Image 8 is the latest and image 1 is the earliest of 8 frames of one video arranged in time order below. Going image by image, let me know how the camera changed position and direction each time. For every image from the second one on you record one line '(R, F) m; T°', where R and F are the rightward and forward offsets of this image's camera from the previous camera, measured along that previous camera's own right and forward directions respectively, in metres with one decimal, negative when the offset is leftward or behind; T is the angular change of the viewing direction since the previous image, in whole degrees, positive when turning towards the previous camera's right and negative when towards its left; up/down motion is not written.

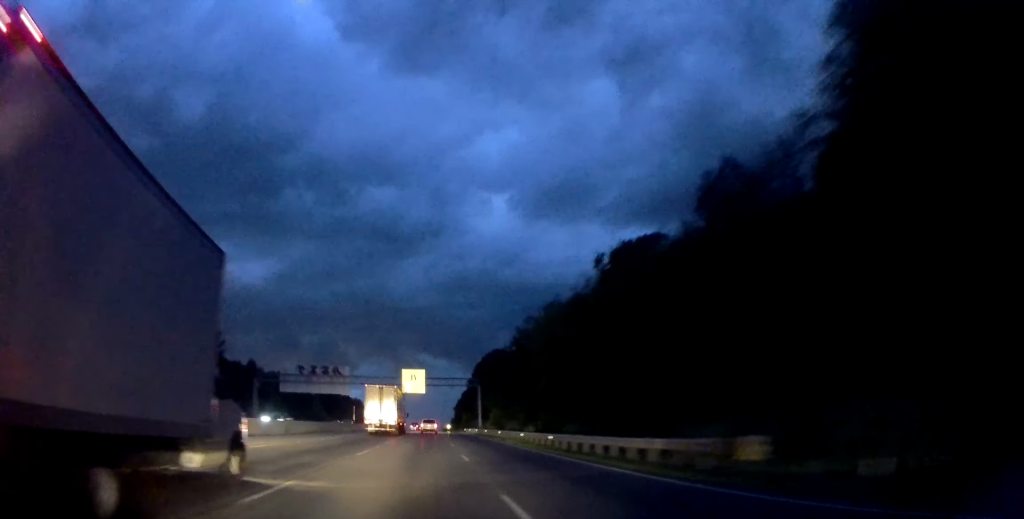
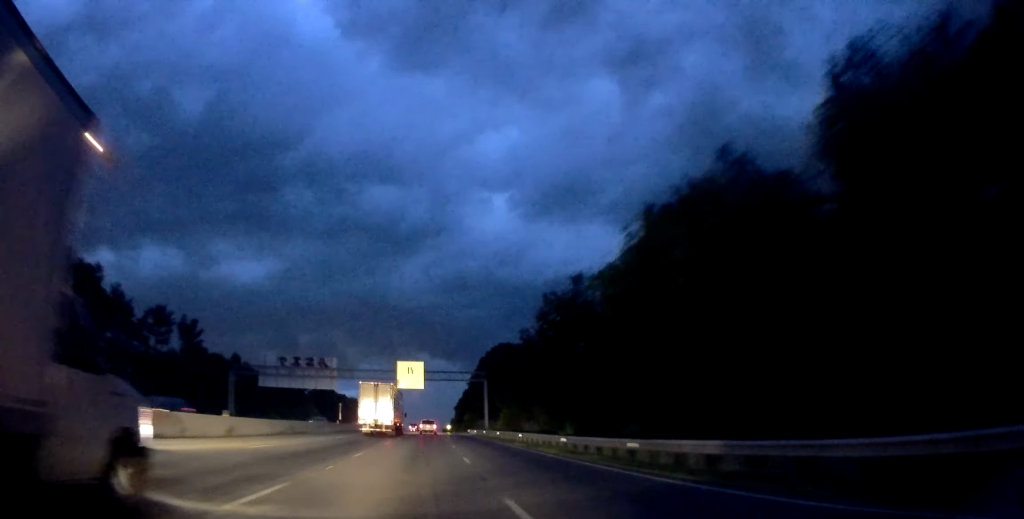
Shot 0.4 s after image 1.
(+0.1, +12.7) m; 0°
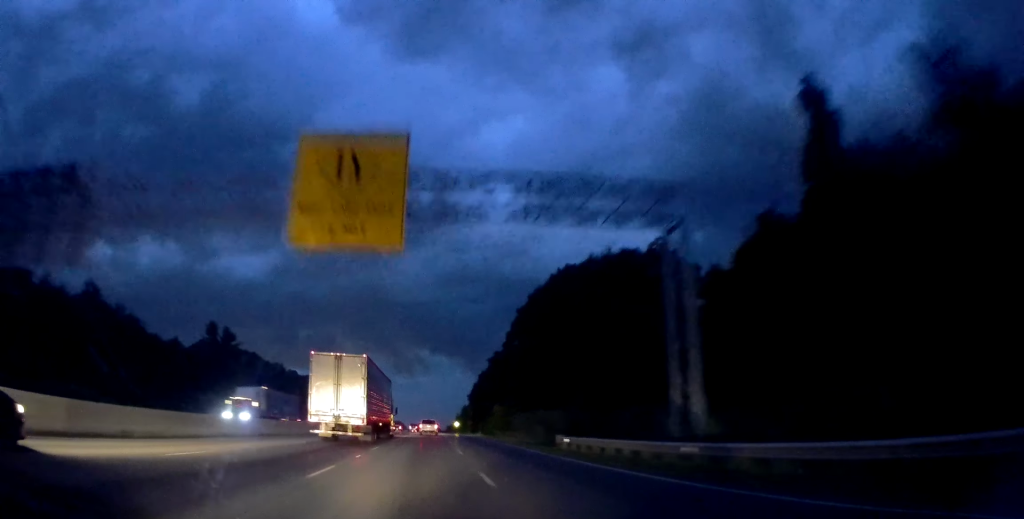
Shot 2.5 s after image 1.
(-0.3, +67.6) m; 0°
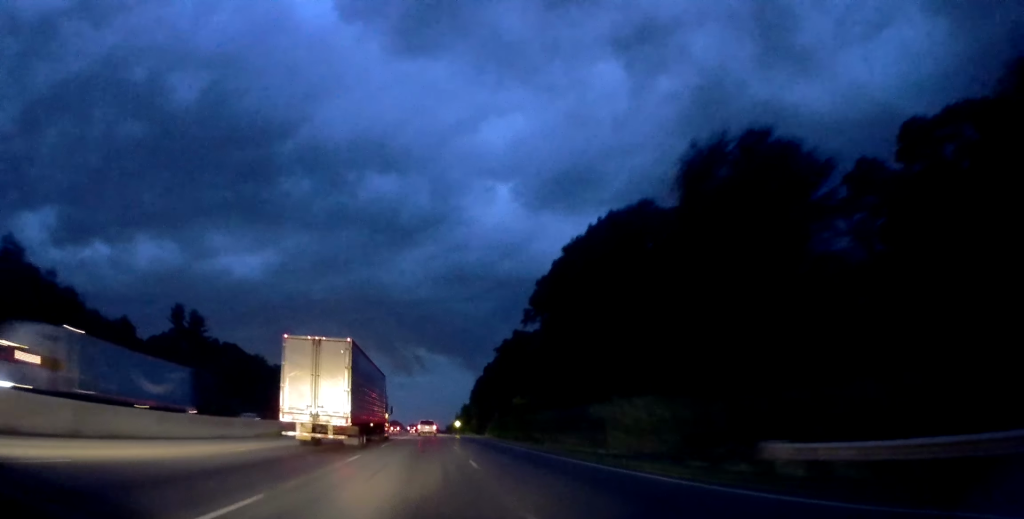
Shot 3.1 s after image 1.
(-0.2, +19.1) m; 0°
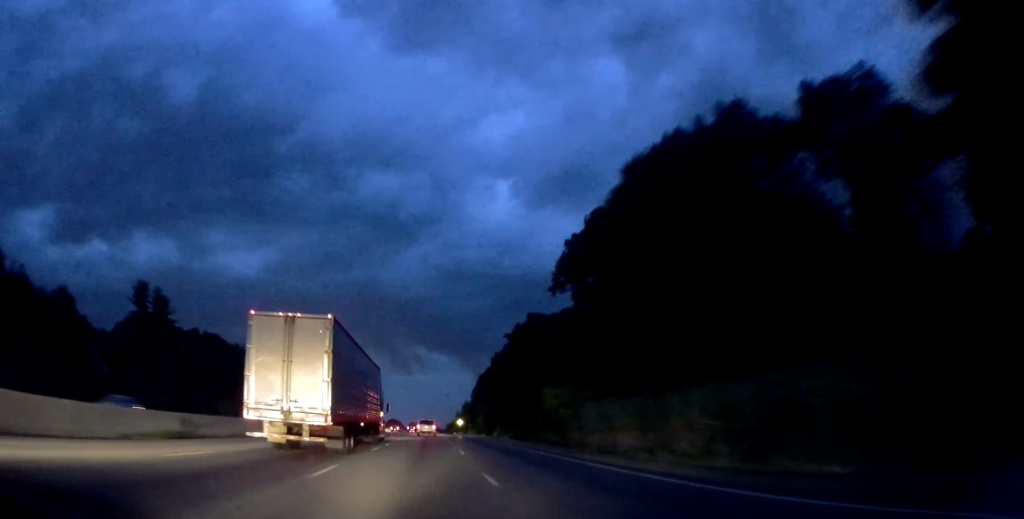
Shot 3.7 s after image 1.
(-0.1, +16.9) m; 0°
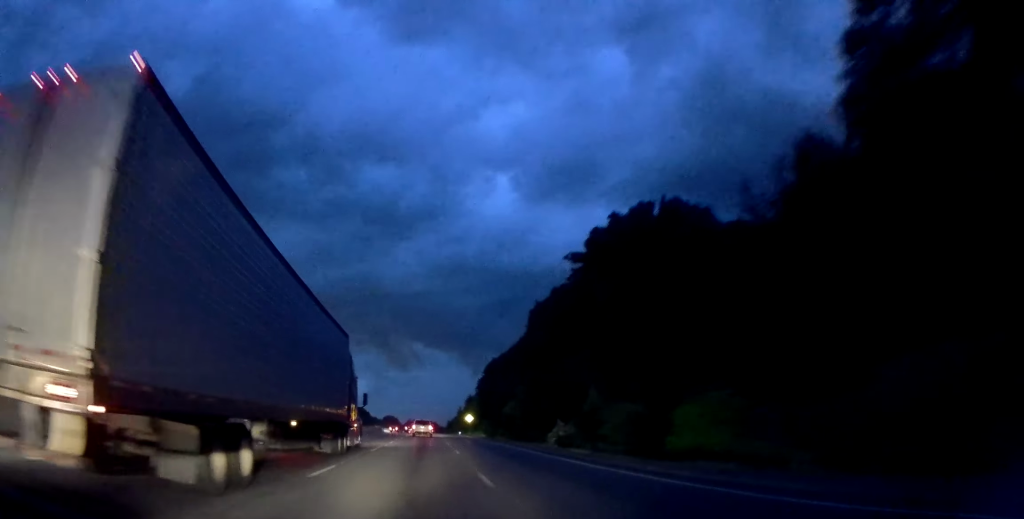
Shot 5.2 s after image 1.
(-0.1, +47.6) m; 0°
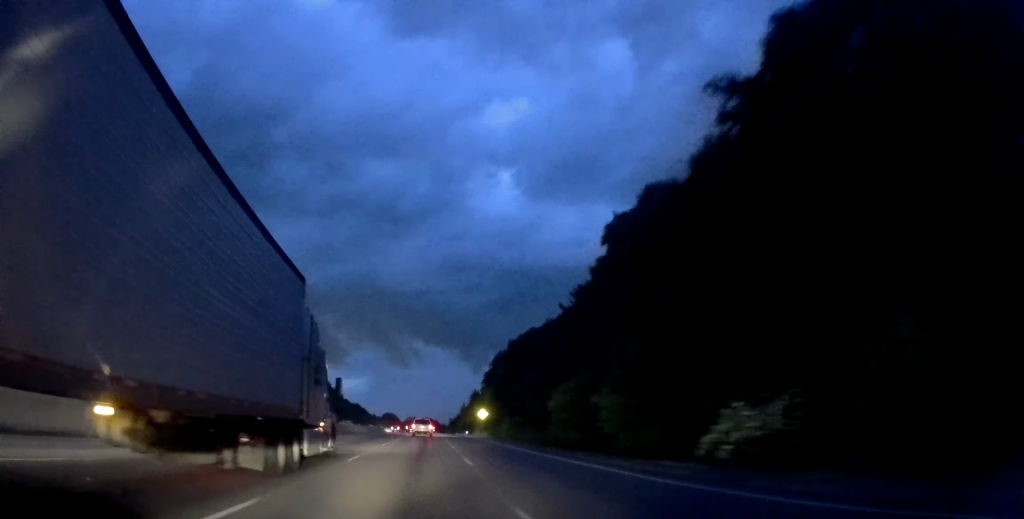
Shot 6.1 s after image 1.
(+0.1, +30.8) m; 0°
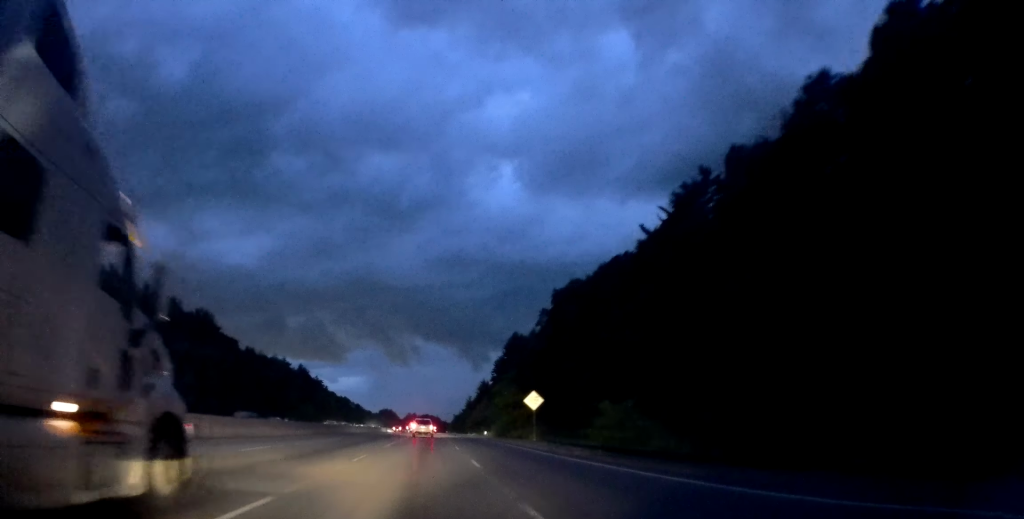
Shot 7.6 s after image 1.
(-0.1, +48.1) m; 0°
